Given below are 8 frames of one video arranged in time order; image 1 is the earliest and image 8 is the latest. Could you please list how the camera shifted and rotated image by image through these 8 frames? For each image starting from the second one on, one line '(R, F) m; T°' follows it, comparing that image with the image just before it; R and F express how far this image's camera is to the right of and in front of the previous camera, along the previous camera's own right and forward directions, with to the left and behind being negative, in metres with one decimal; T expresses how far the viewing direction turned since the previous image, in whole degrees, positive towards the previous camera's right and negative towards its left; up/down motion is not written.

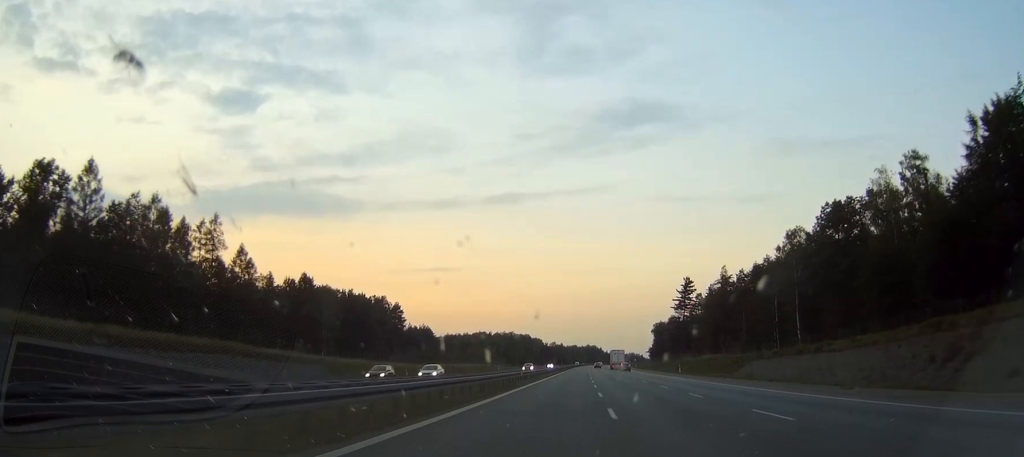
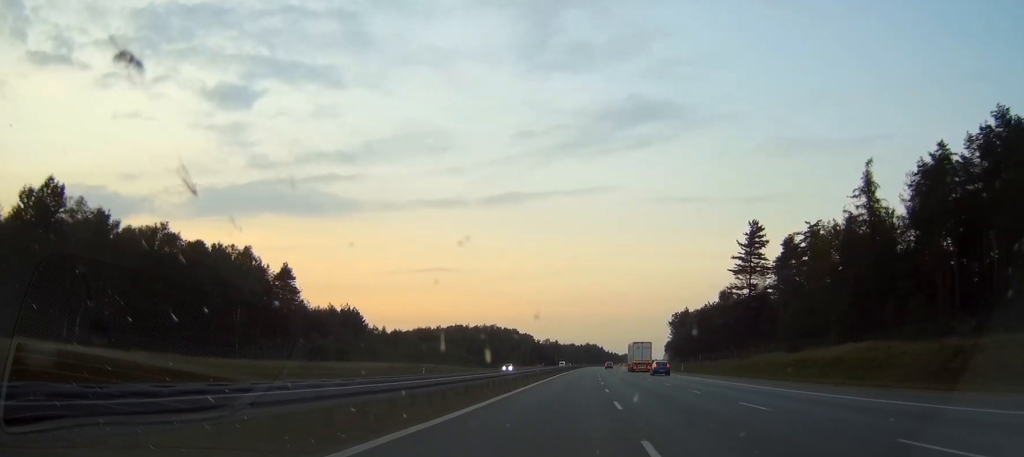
(+0.6, +90.9) m; 0°
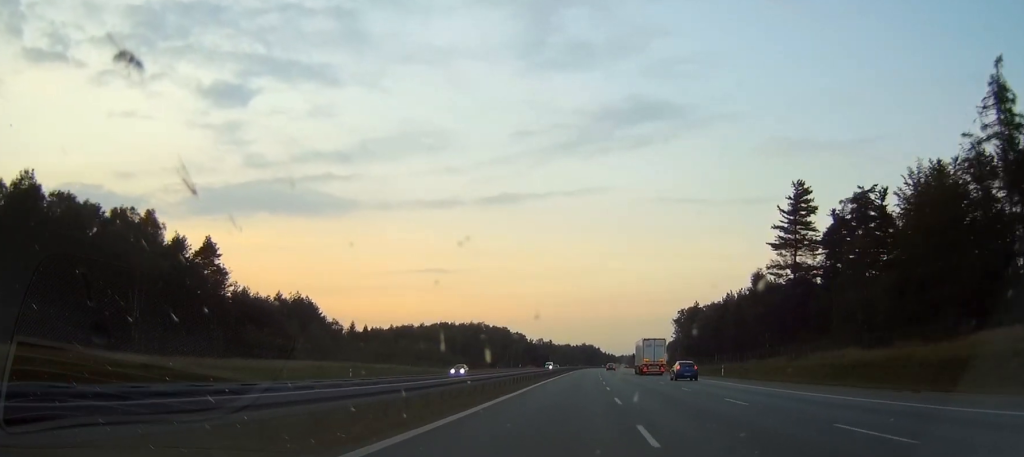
(0.0, +32.0) m; 0°
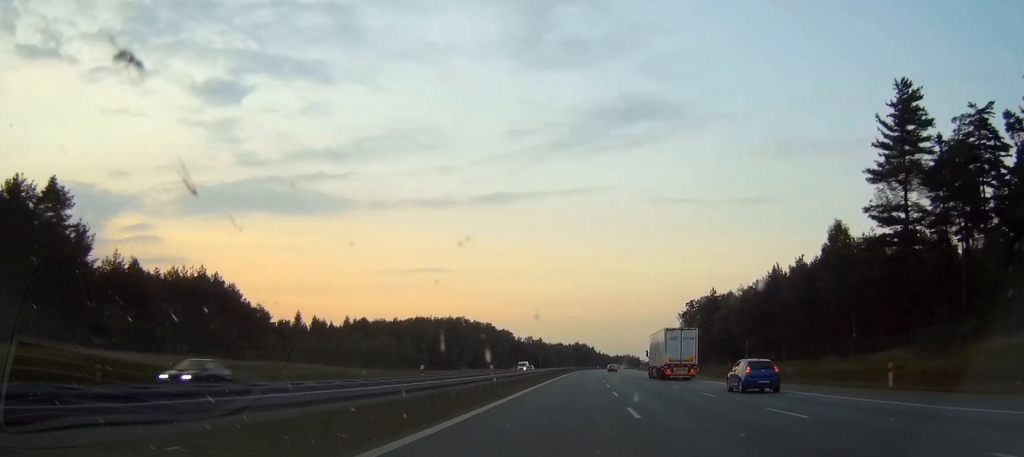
(0.0, +41.1) m; 0°
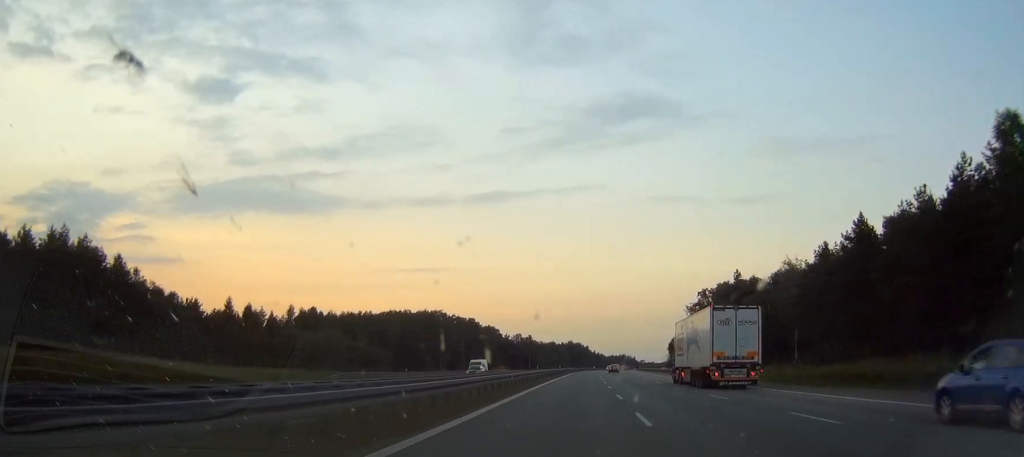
(0.0, +37.6) m; 0°
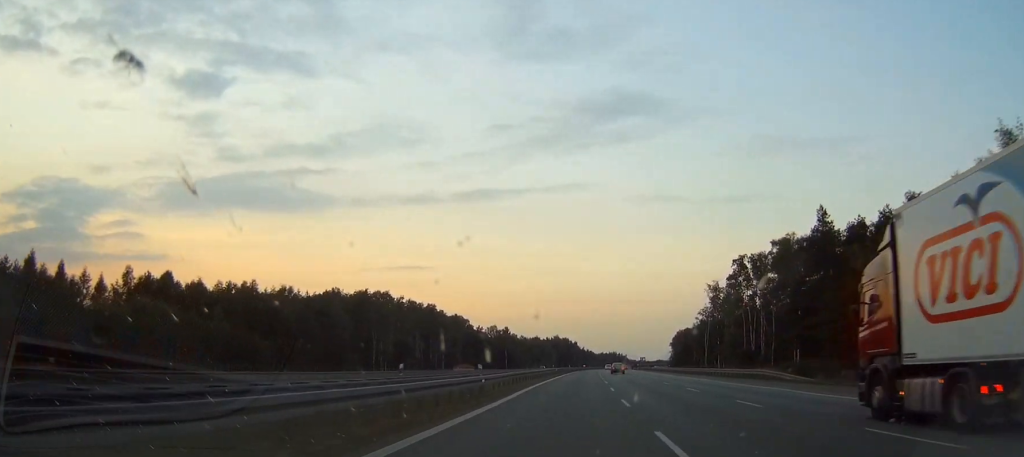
(0.0, +65.2) m; 0°
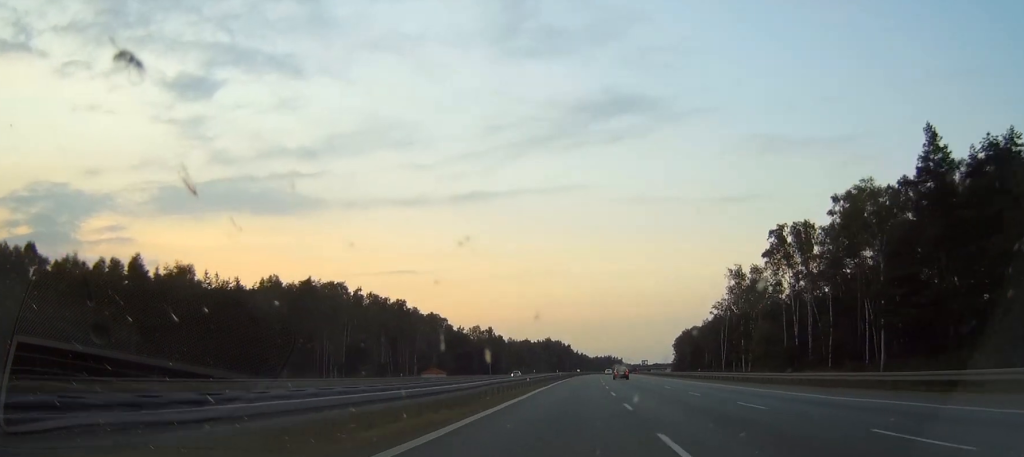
(0.0, +36.6) m; 0°
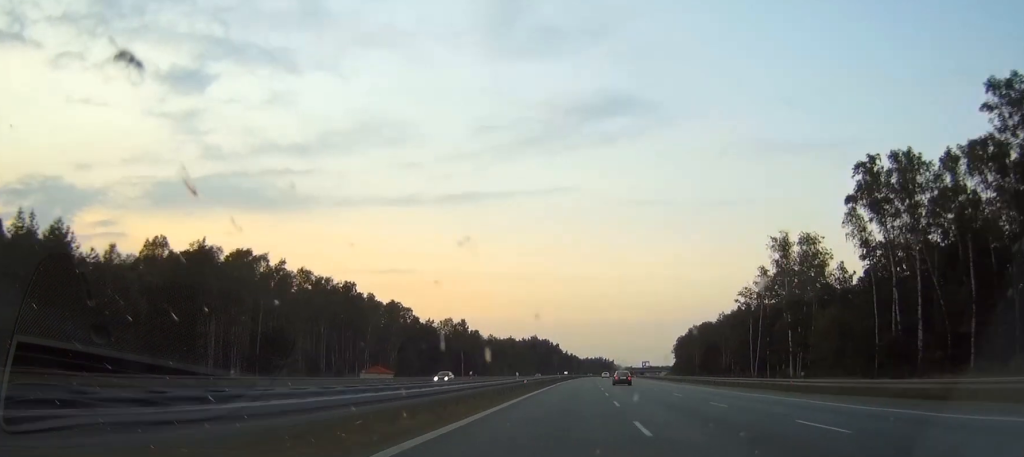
(0.0, +44.7) m; +1°
